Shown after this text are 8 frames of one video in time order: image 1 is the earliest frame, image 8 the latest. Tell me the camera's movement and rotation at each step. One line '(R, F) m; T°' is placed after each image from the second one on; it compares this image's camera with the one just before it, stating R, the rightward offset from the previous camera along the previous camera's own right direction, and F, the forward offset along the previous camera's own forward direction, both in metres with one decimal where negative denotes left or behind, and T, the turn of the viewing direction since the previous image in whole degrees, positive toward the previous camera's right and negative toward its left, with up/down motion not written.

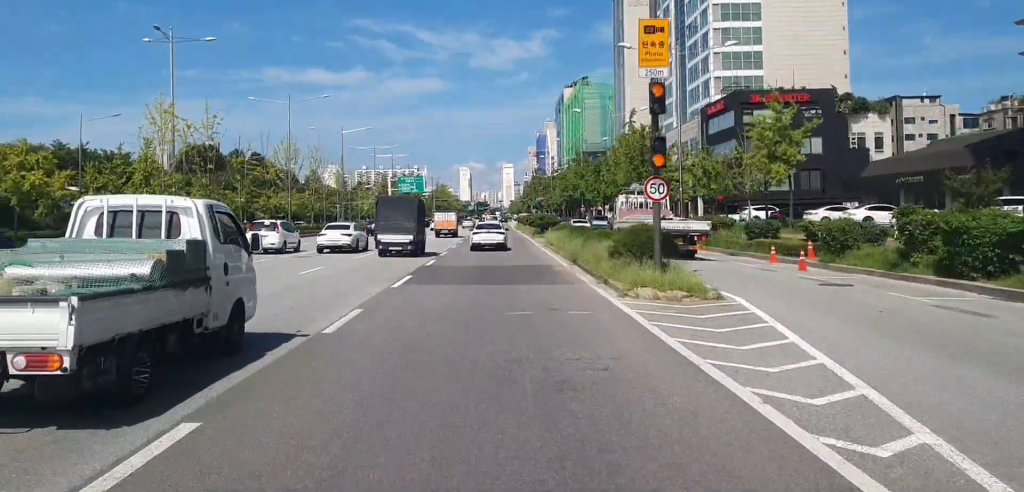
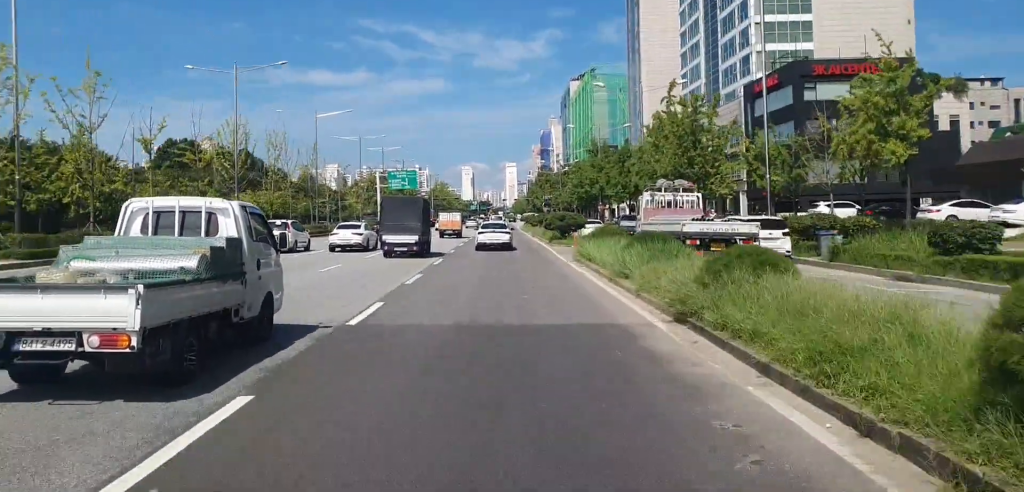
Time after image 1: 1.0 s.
(+0.4, +15.0) m; 0°
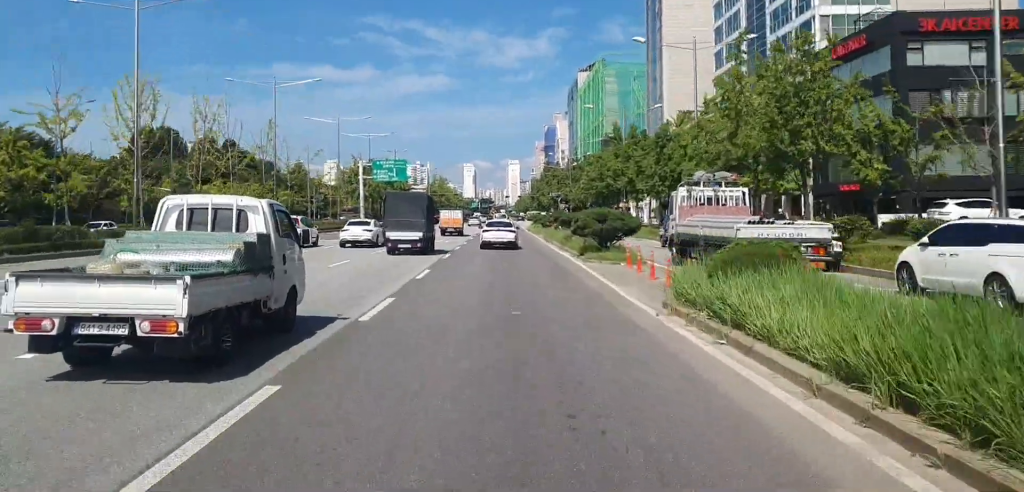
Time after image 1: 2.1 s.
(-0.5, +15.5) m; -1°
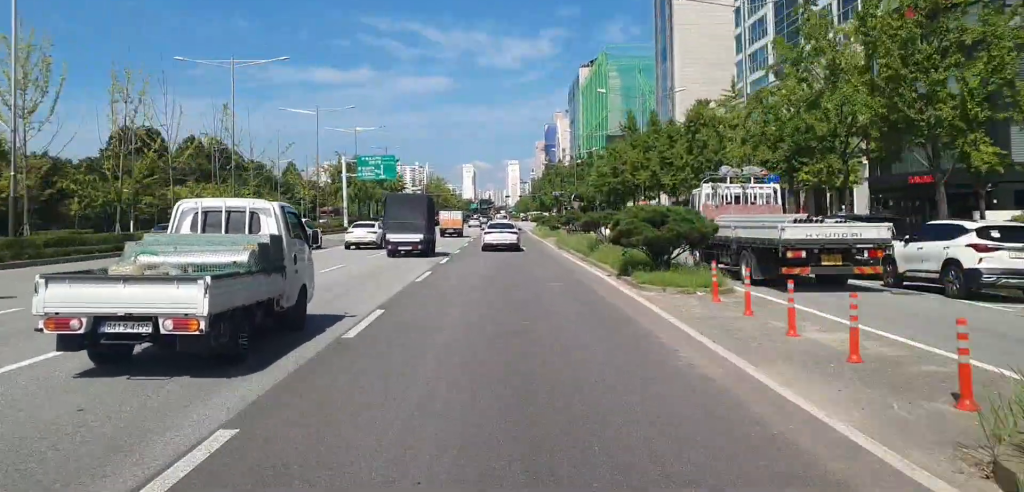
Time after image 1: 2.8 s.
(+0.1, +9.6) m; +1°
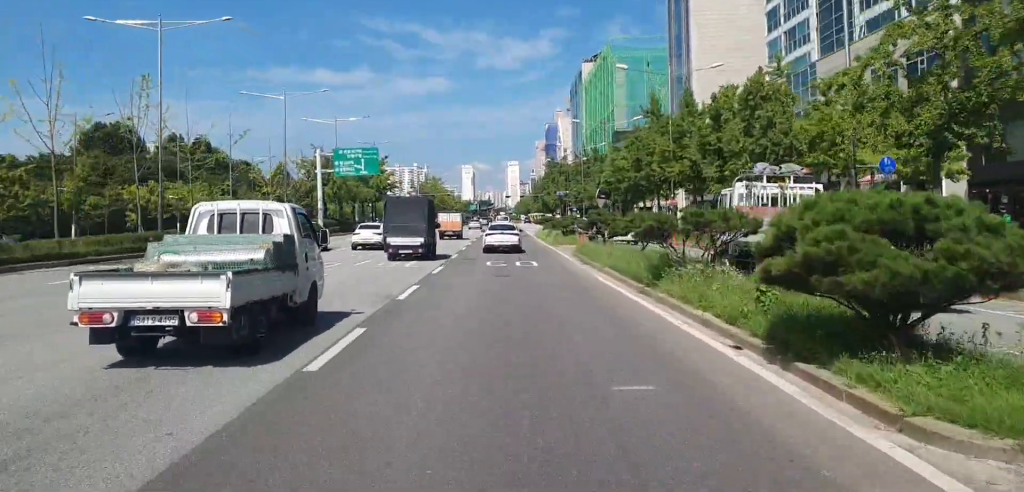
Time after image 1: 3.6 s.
(0.0, +11.2) m; +1°
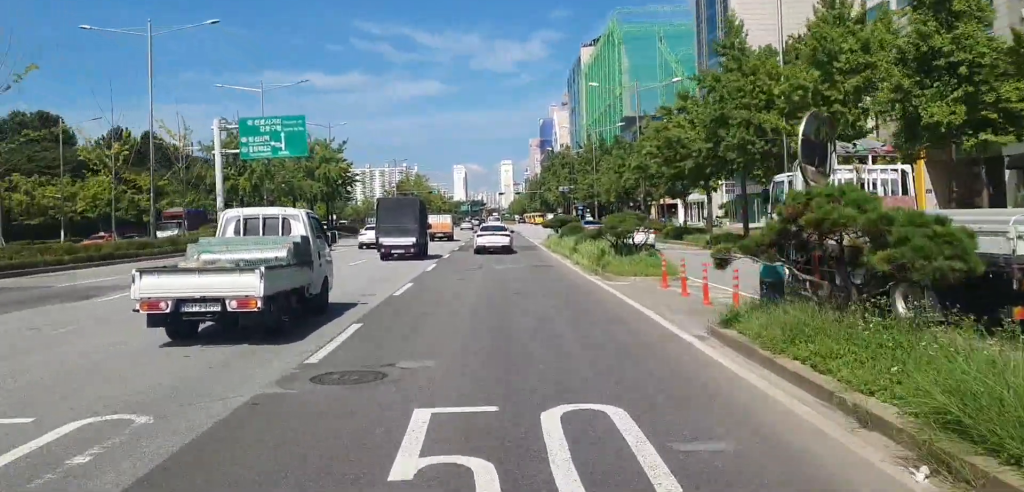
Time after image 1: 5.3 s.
(+0.3, +23.4) m; +2°
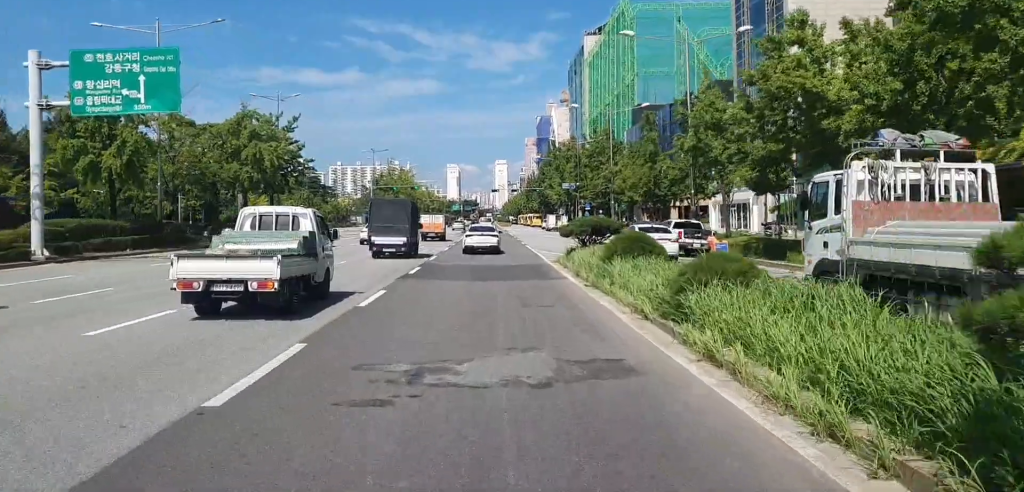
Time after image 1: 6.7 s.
(+0.2, +18.4) m; -2°
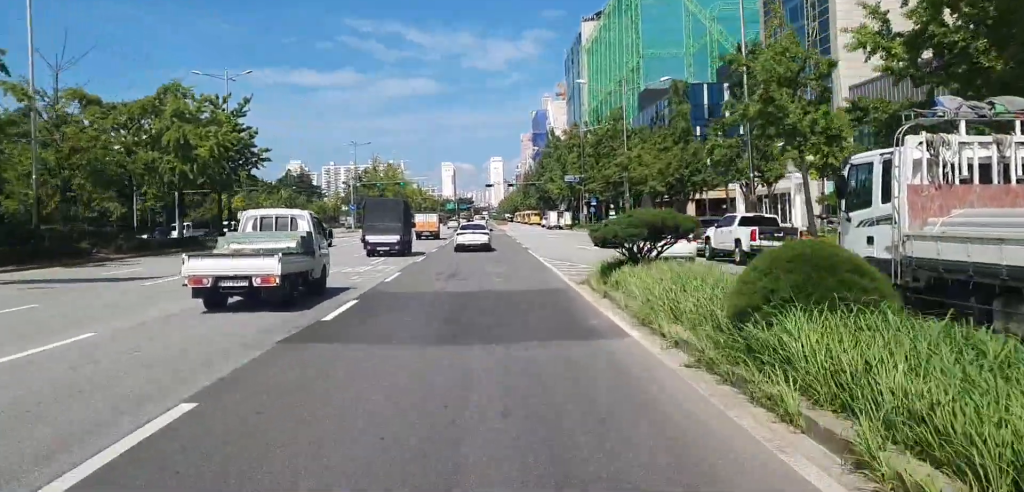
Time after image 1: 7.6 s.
(-0.5, +11.3) m; 0°
